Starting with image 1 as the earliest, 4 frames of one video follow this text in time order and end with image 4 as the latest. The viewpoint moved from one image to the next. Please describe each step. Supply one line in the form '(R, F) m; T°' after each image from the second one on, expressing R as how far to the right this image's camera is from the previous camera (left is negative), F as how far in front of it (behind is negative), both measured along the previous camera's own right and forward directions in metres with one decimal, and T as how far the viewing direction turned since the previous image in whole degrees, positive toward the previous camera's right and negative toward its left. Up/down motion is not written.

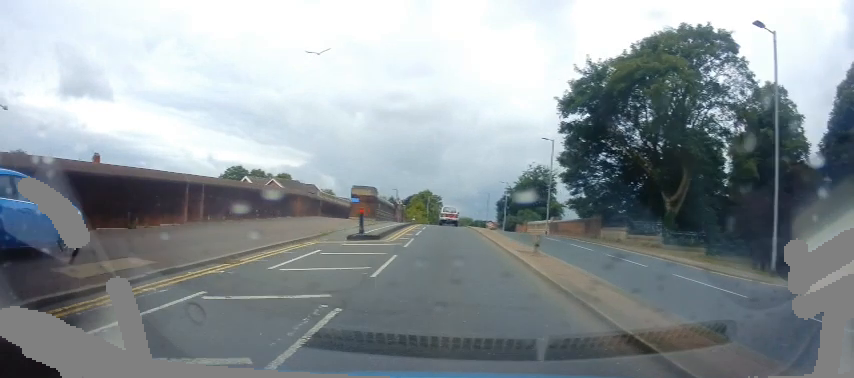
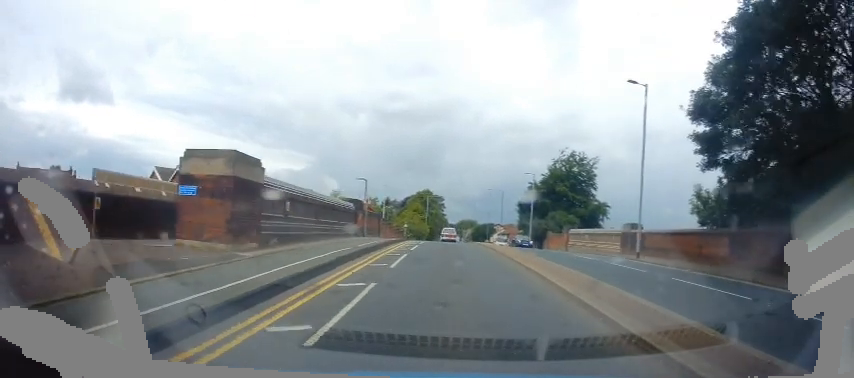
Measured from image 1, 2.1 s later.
(+0.3, +23.7) m; +2°
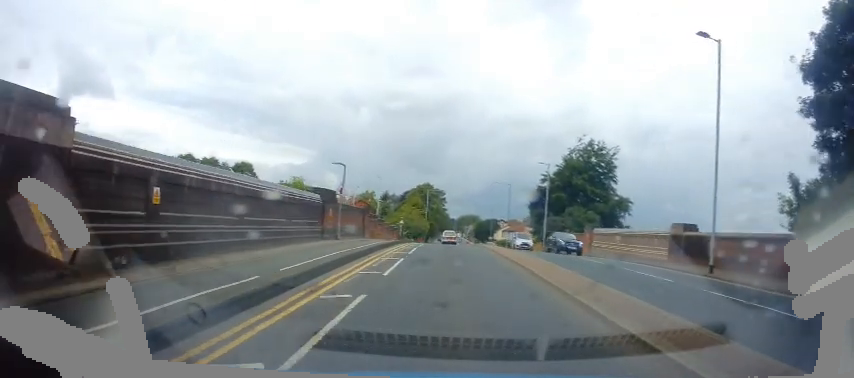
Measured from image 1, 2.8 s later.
(0.0, +8.3) m; -1°
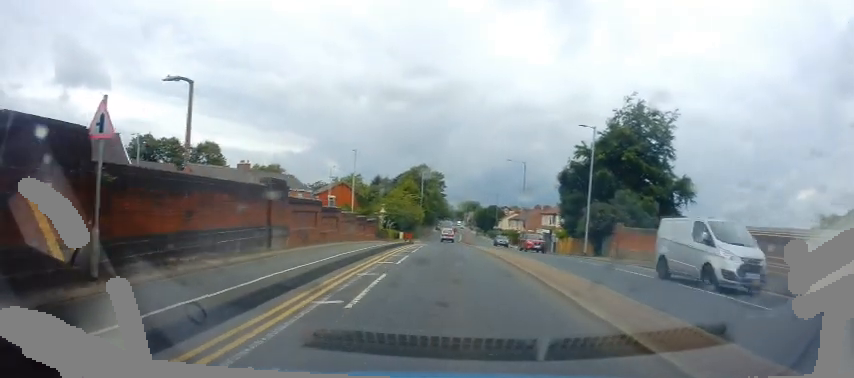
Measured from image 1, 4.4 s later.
(-0.1, +16.6) m; 0°
